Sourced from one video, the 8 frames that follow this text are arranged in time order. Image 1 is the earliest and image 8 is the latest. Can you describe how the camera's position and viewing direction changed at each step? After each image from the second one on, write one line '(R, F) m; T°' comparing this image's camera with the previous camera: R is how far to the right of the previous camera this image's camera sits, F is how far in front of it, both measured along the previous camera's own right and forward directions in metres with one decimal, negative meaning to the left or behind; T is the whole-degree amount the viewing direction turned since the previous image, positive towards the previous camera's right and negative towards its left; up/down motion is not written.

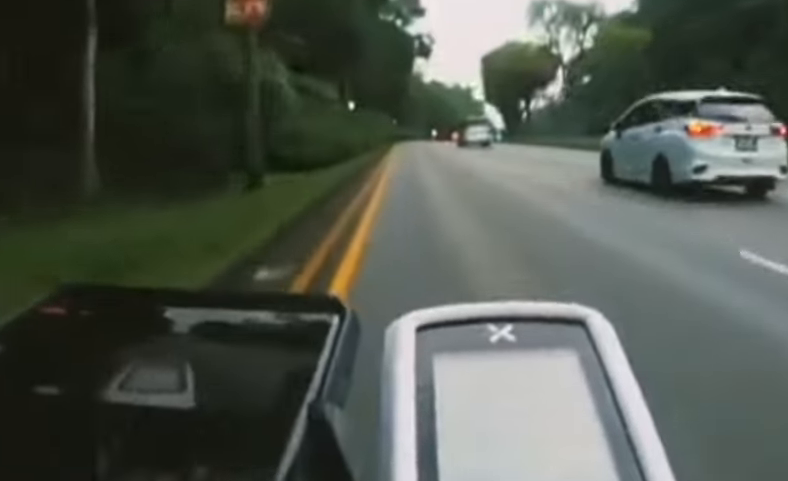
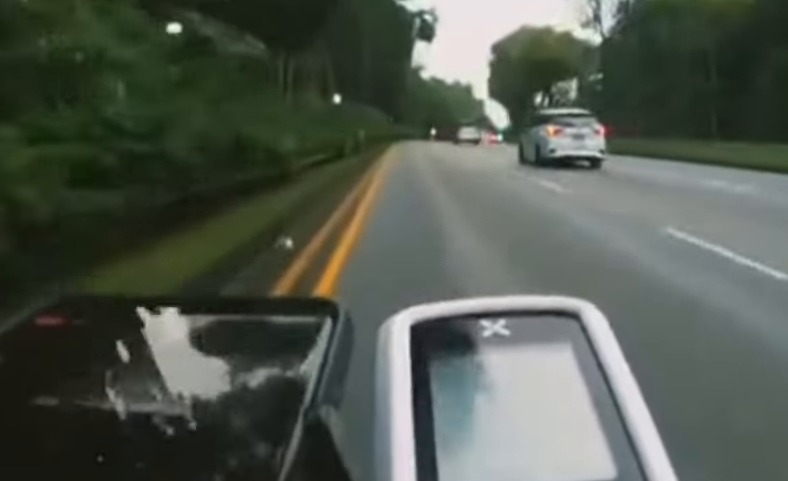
(0.0, +11.6) m; -1°
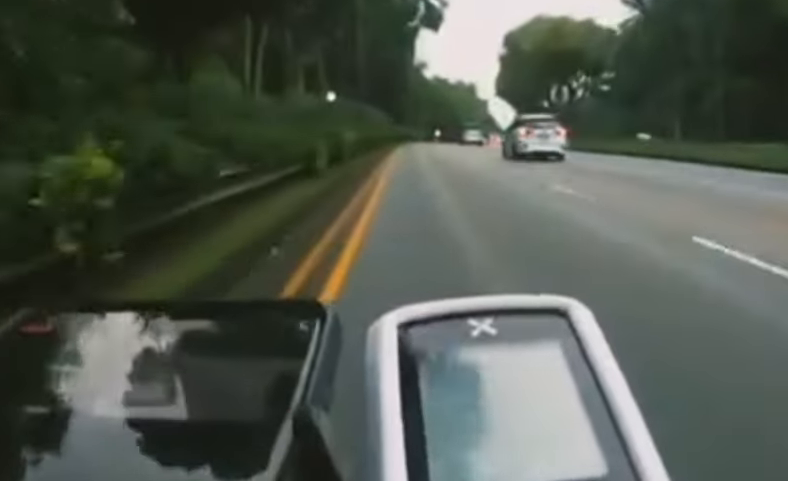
(+0.1, +7.4) m; -4°
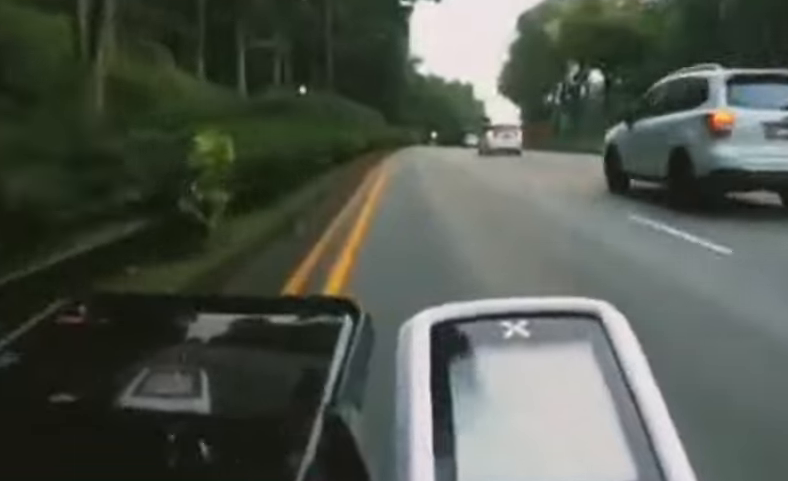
(-0.8, +12.2) m; -2°
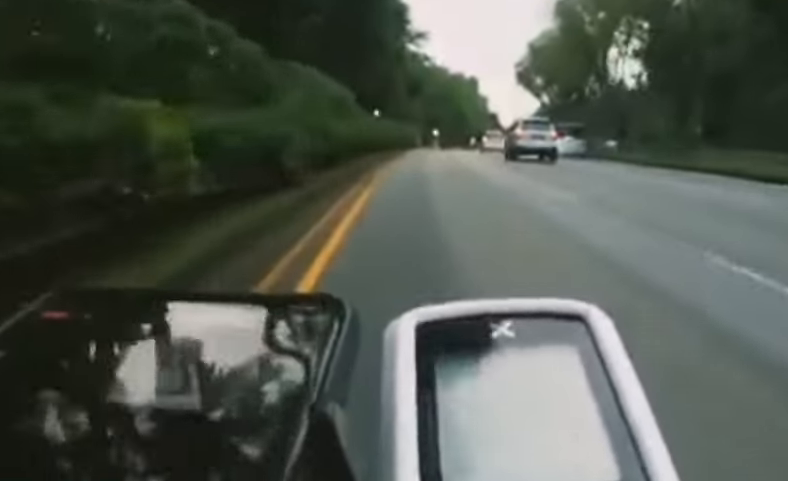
(+0.1, +25.0) m; 0°
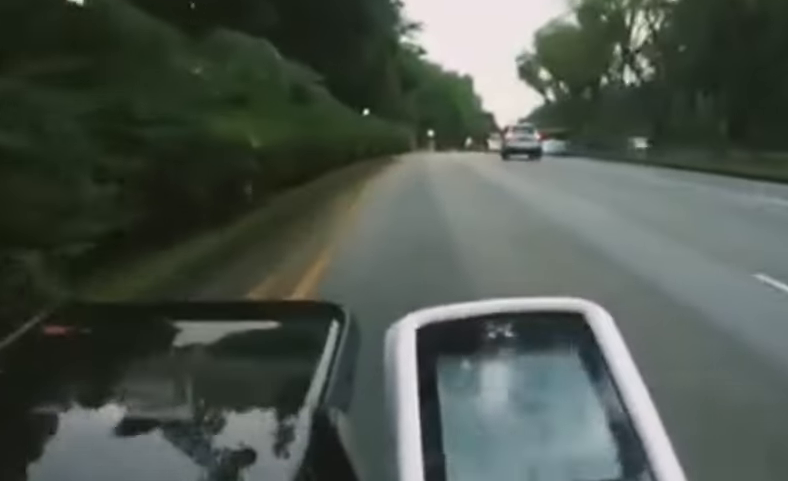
(-0.4, +8.8) m; 0°
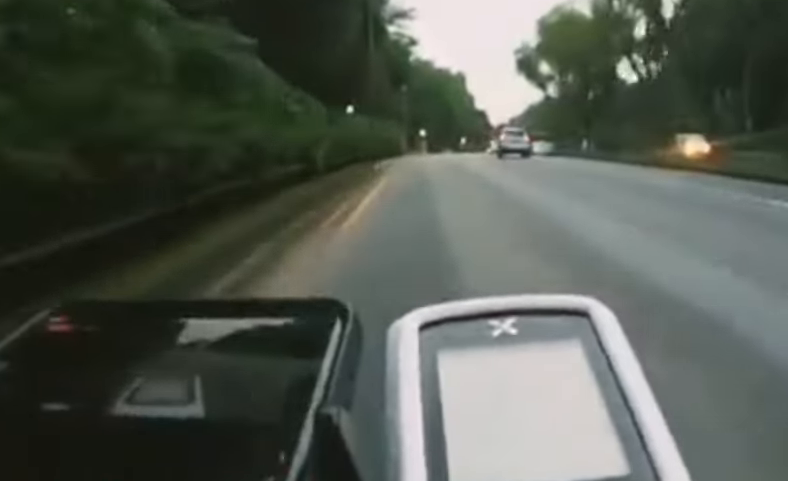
(+0.9, +8.4) m; 0°
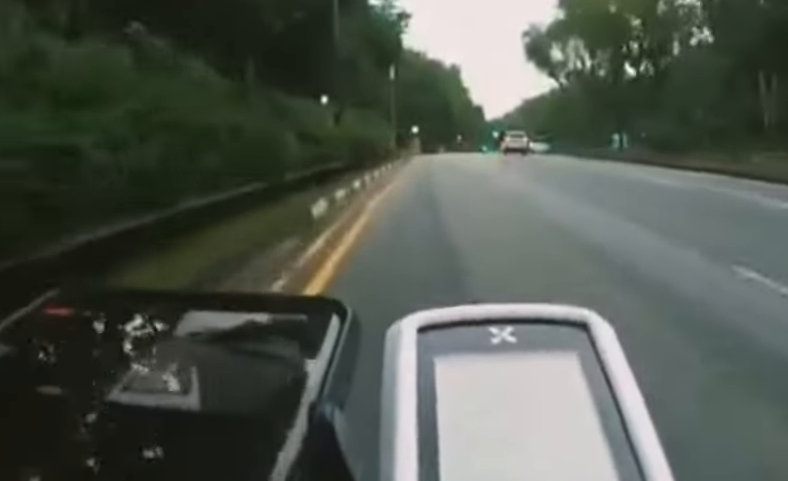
(-1.1, +15.1) m; 0°
